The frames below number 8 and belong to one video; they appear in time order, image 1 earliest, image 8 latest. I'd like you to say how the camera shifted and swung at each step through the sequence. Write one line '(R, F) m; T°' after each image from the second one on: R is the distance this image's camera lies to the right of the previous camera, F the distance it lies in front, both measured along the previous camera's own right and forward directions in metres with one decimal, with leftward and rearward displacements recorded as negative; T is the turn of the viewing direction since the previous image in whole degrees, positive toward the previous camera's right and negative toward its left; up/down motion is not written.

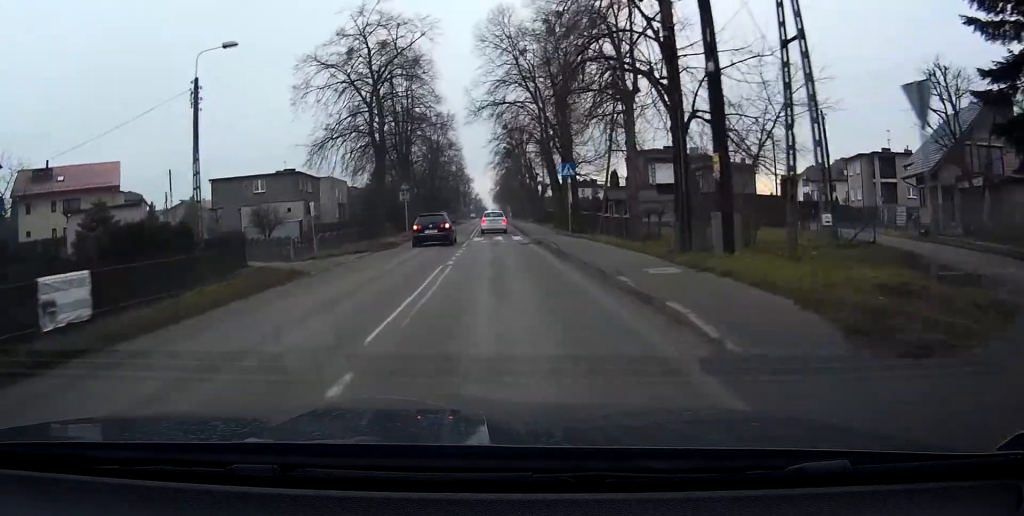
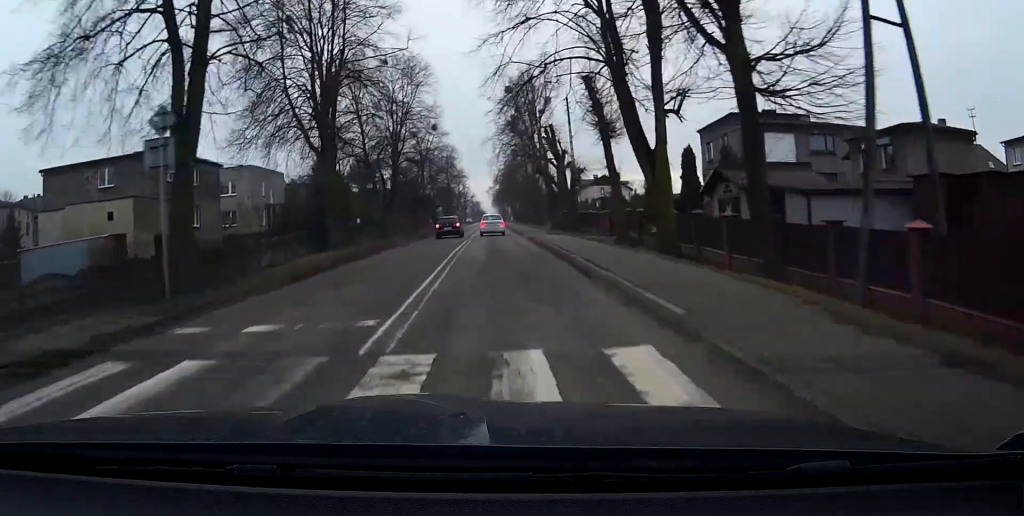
(-0.1, +34.6) m; 0°
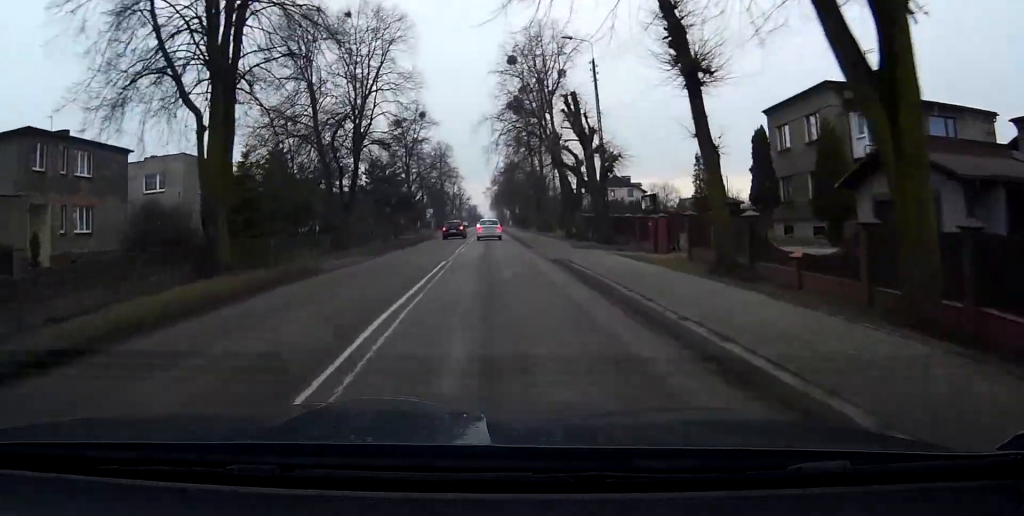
(+0.1, +15.8) m; +1°
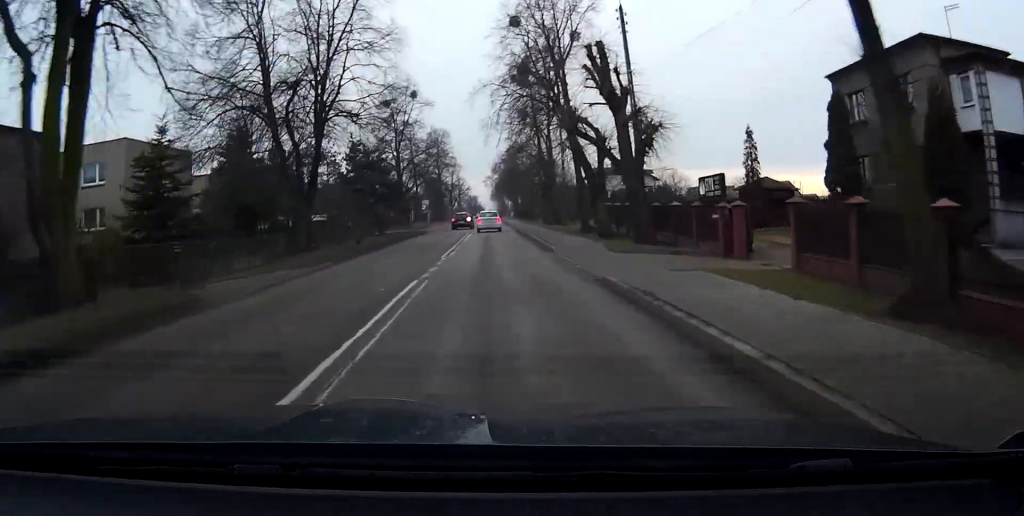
(0.0, +9.5) m; +1°
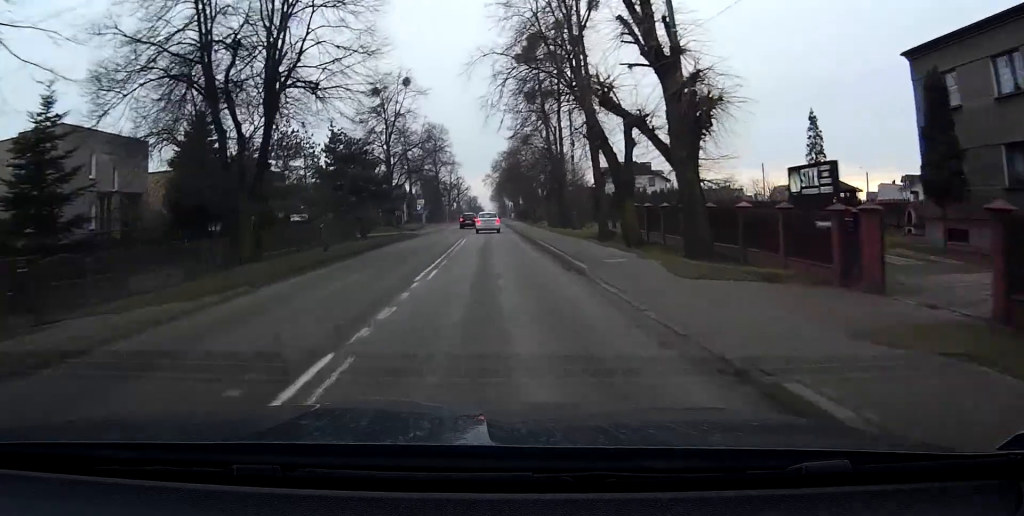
(+0.2, +7.8) m; +1°
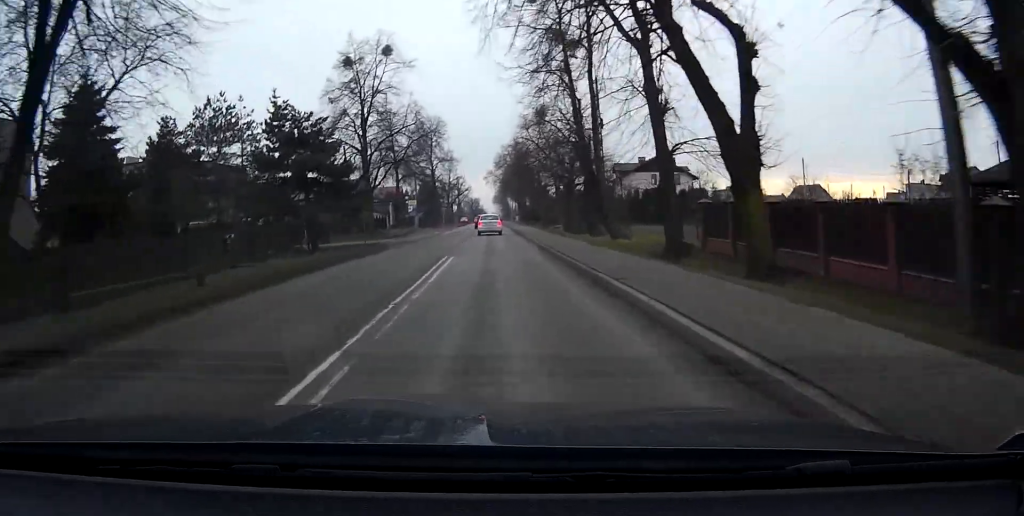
(+0.2, +14.4) m; +1°
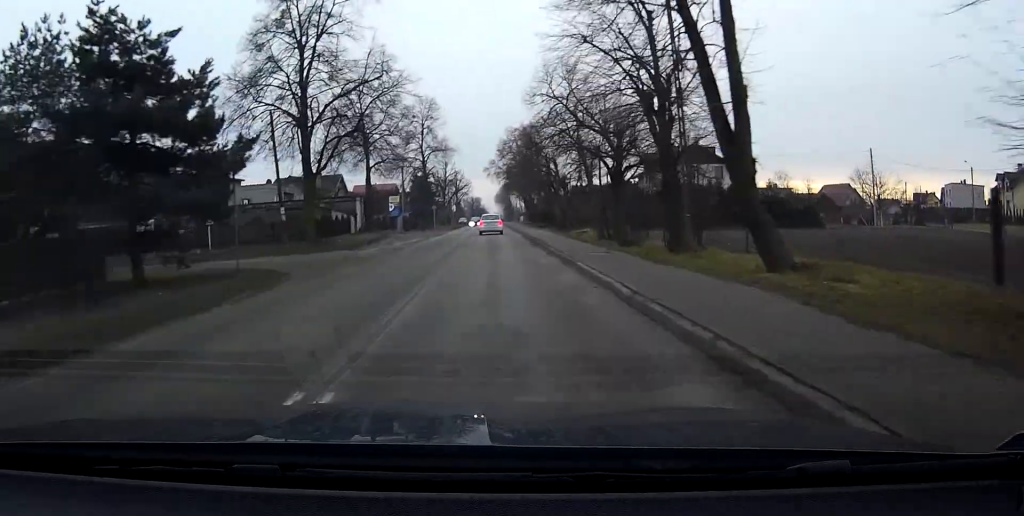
(+0.1, +18.7) m; 0°
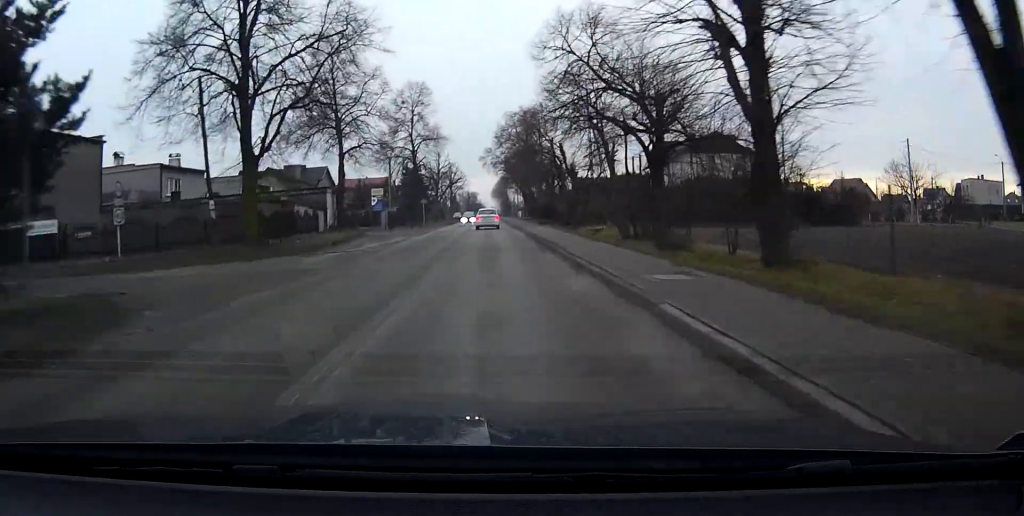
(0.0, +8.8) m; 0°
